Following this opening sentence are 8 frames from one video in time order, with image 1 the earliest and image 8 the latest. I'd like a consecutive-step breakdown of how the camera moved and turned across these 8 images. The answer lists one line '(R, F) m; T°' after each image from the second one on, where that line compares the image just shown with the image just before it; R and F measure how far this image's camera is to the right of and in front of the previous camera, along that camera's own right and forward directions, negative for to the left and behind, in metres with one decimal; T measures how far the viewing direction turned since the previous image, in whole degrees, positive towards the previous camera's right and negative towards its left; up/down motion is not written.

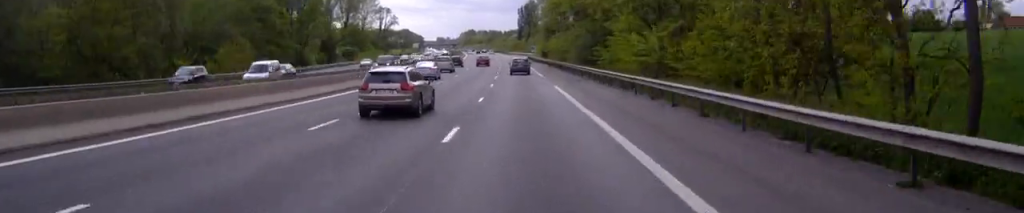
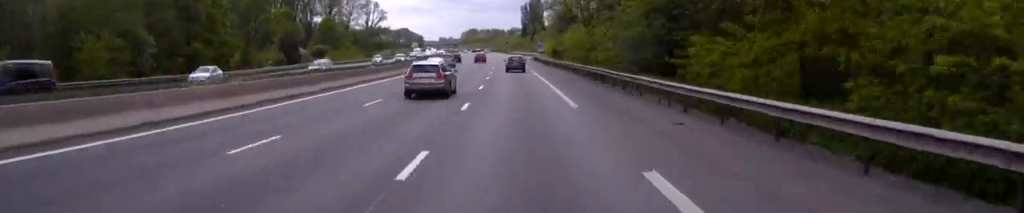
(0.0, +30.8) m; -1°
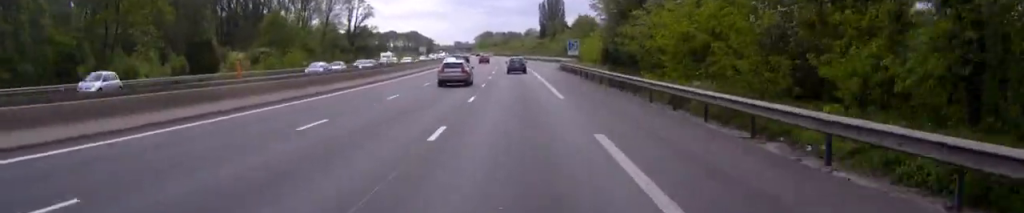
(-0.7, +46.9) m; -2°
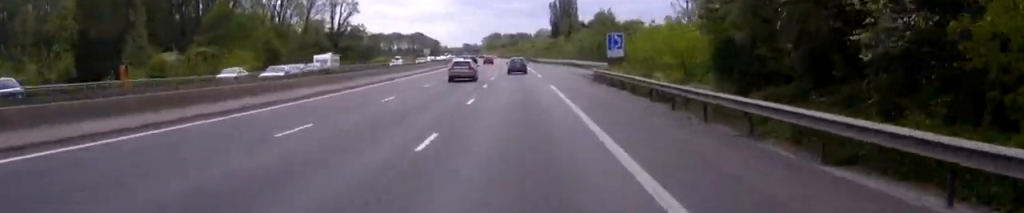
(-0.4, +27.6) m; -1°
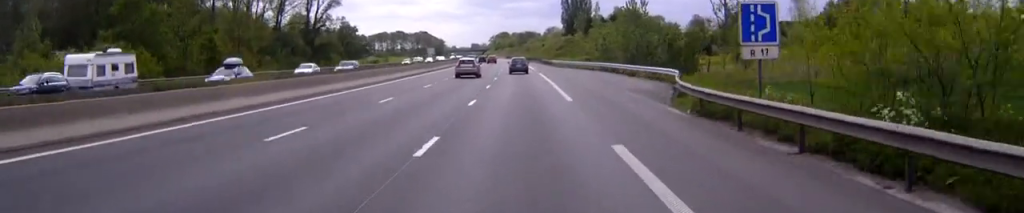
(+0.1, +26.7) m; 0°
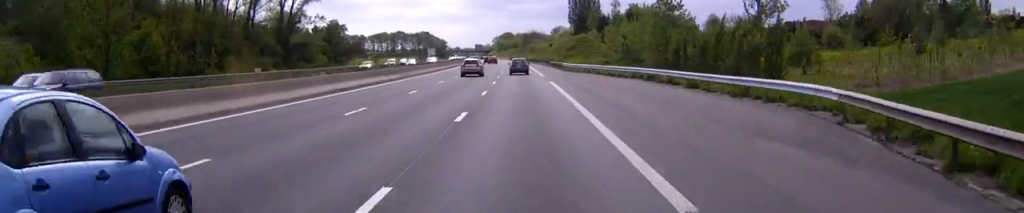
(0.0, +19.2) m; 0°
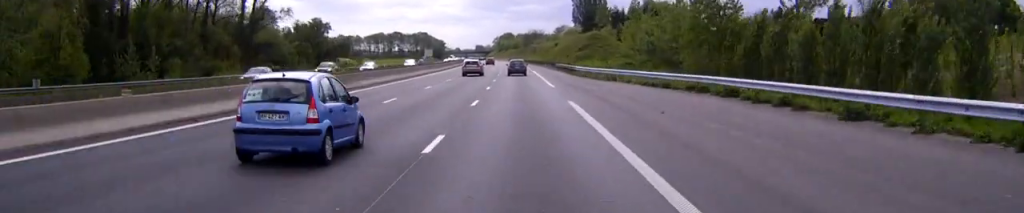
(-0.2, +19.2) m; 0°
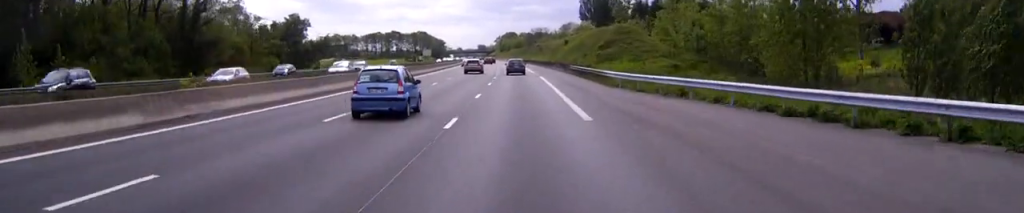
(-0.1, +21.6) m; -1°
